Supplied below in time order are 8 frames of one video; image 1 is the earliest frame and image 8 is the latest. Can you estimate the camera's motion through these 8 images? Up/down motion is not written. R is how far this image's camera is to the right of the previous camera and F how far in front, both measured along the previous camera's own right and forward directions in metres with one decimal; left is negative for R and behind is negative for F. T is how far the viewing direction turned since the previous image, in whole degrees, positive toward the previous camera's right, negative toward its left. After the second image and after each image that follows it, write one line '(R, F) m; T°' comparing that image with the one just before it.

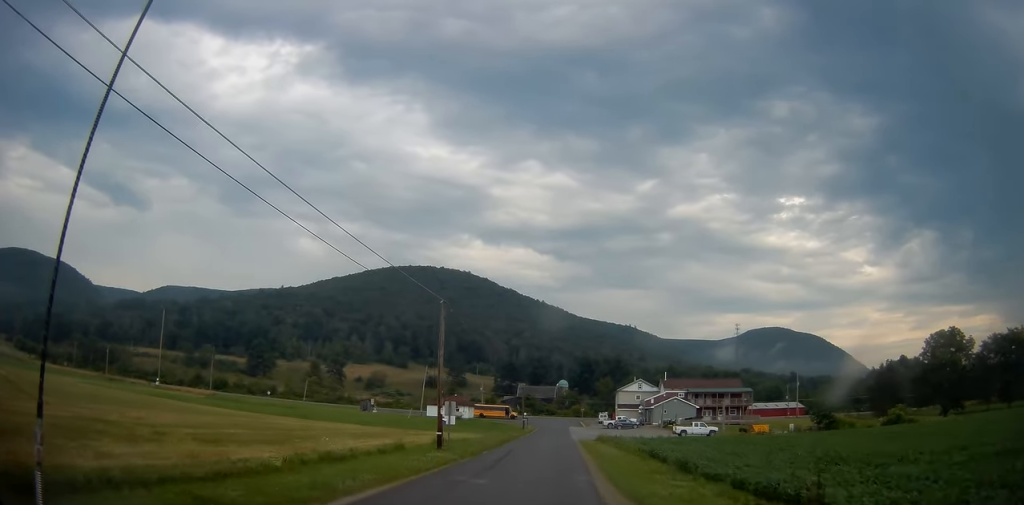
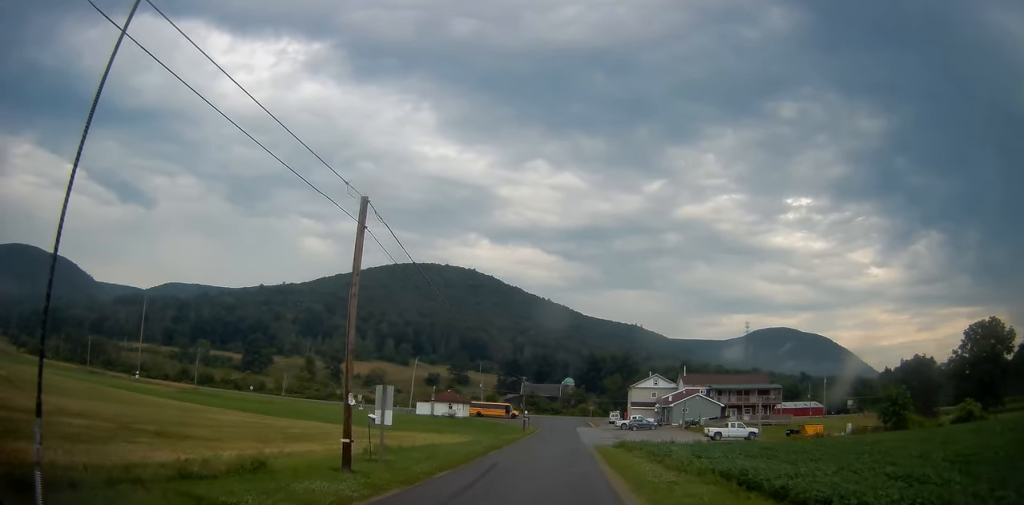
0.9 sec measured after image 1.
(-0.1, +13.3) m; -1°
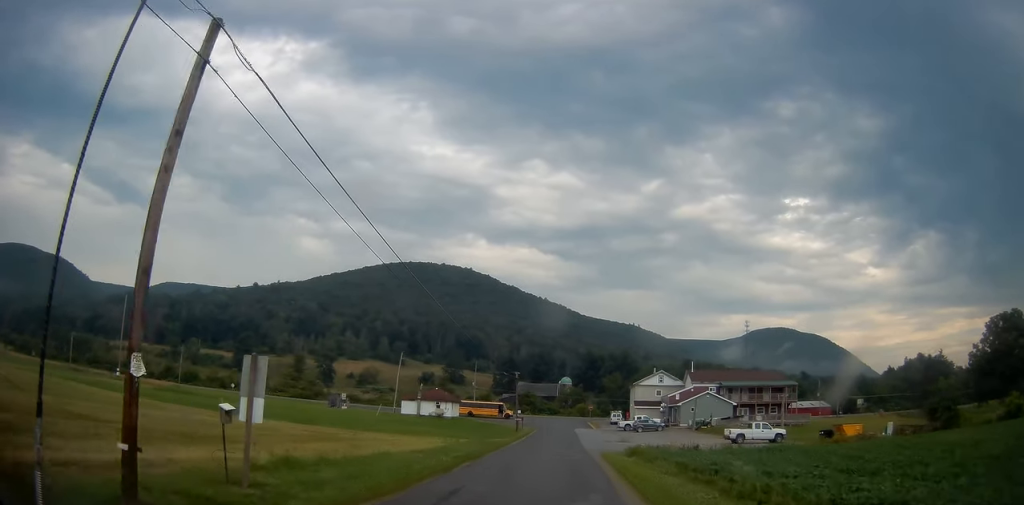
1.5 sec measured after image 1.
(-0.2, +8.3) m; 0°
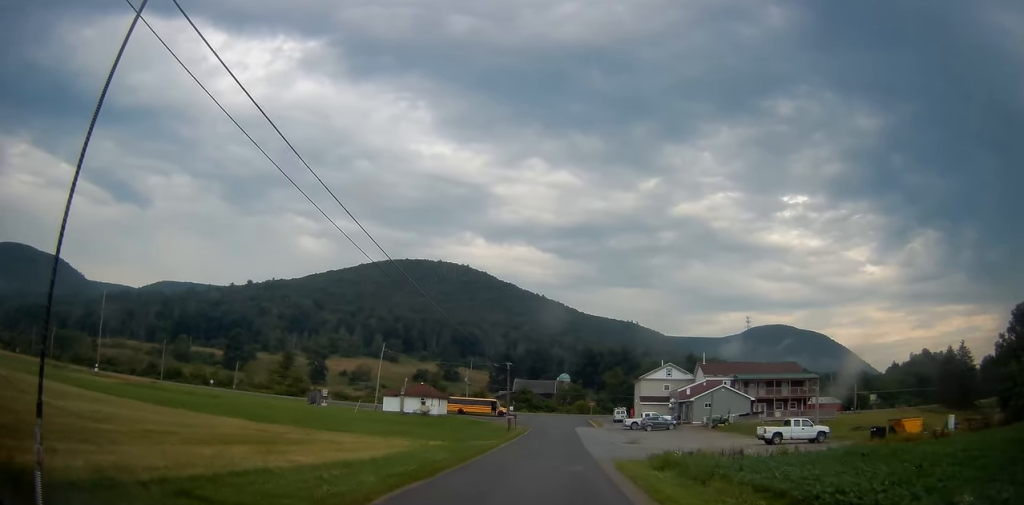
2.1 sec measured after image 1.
(+0.2, +9.2) m; 0°
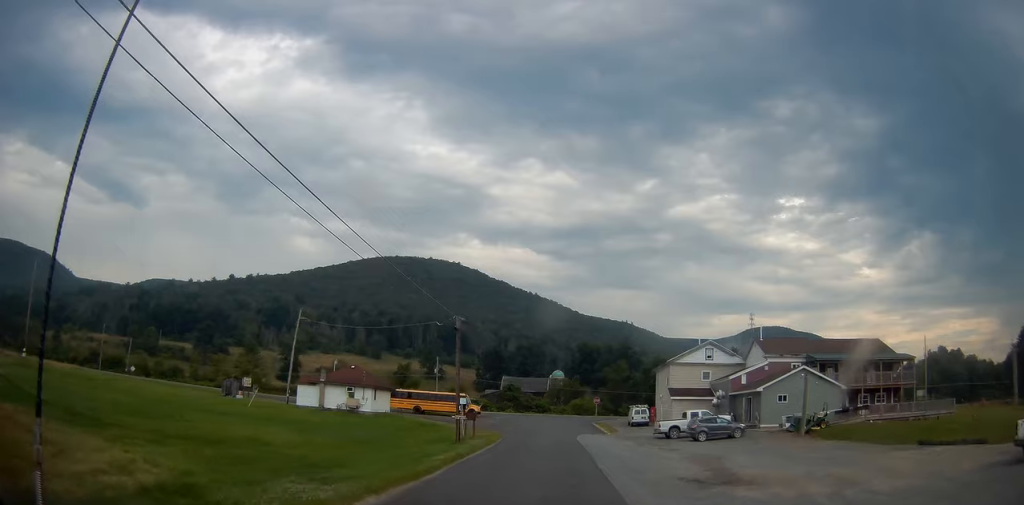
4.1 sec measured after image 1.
(0.0, +28.3) m; +1°
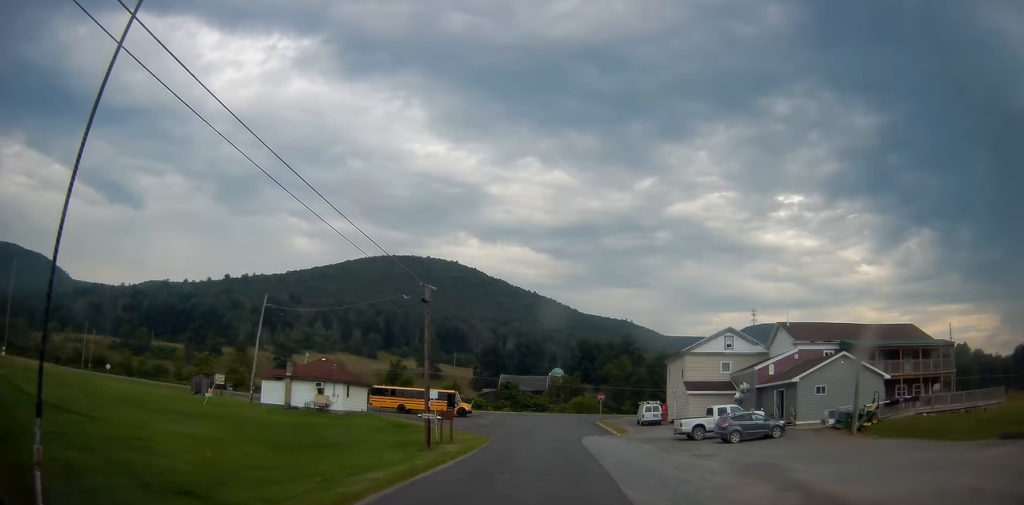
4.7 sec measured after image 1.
(+0.1, +7.8) m; 0°
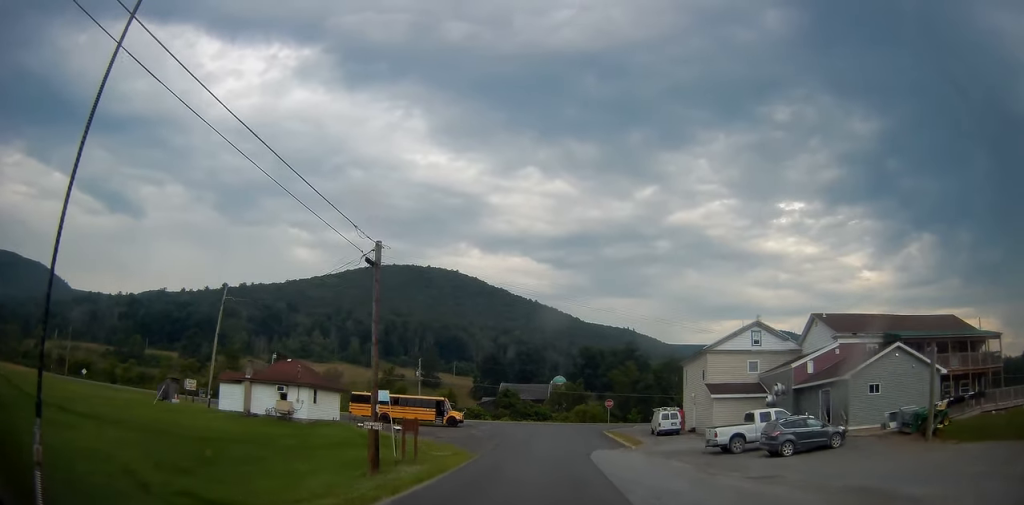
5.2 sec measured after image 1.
(0.0, +7.7) m; 0°
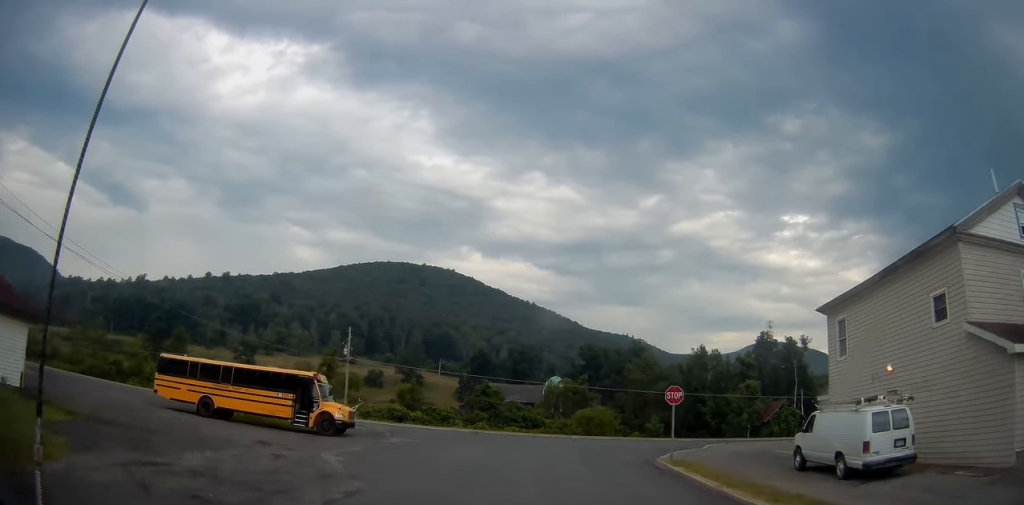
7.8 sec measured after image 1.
(-0.6, +32.5) m; 0°
